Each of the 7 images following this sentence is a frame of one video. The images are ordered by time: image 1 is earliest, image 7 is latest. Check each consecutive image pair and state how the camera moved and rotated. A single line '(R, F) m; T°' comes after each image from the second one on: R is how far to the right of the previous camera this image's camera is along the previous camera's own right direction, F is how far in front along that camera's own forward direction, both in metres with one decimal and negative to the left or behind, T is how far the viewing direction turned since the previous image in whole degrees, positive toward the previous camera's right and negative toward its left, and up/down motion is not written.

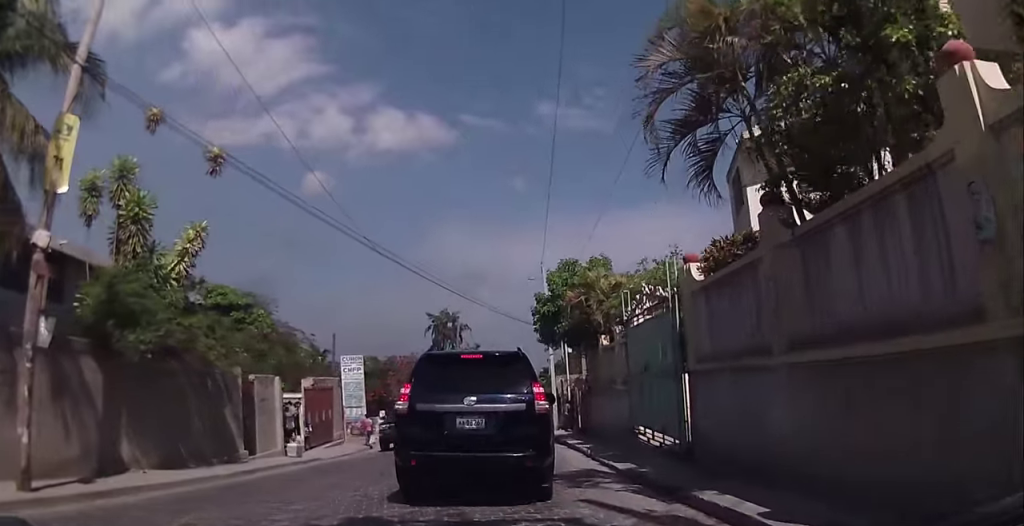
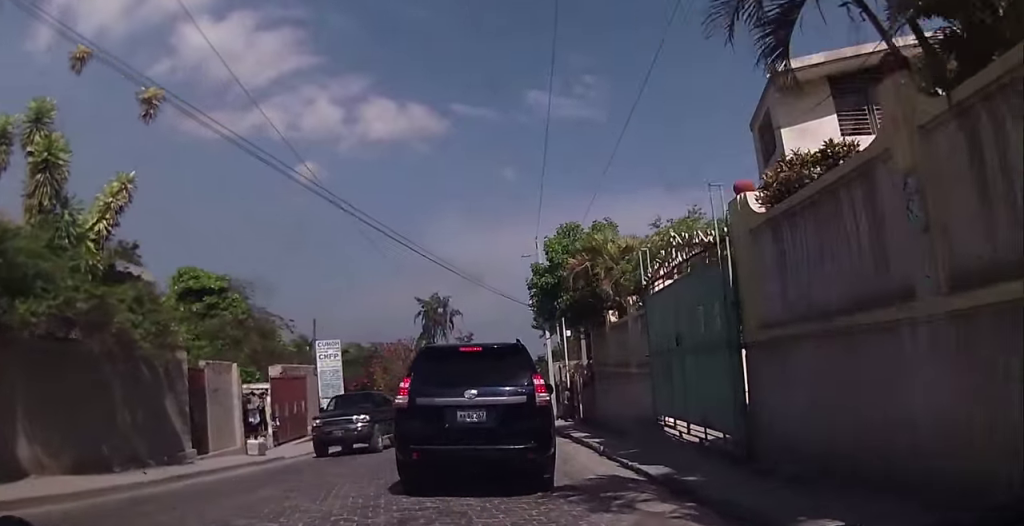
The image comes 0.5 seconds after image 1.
(+0.1, +3.2) m; +1°
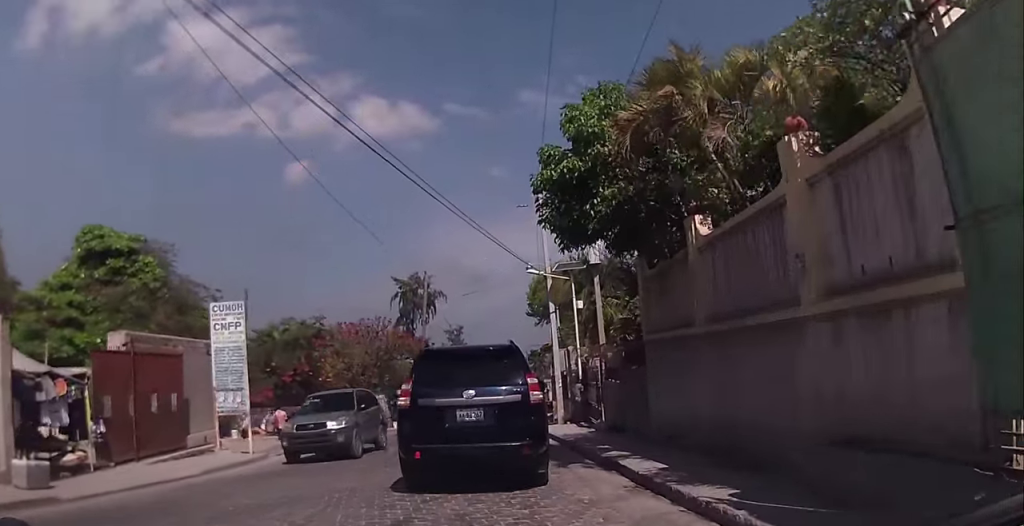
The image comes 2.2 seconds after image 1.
(-0.6, +9.9) m; -4°
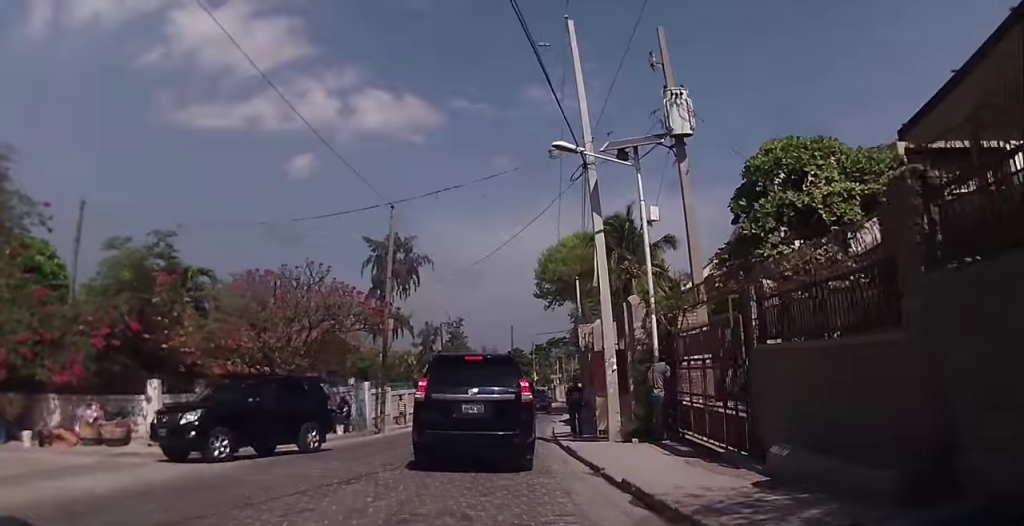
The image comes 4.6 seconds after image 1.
(+0.6, +13.6) m; +4°
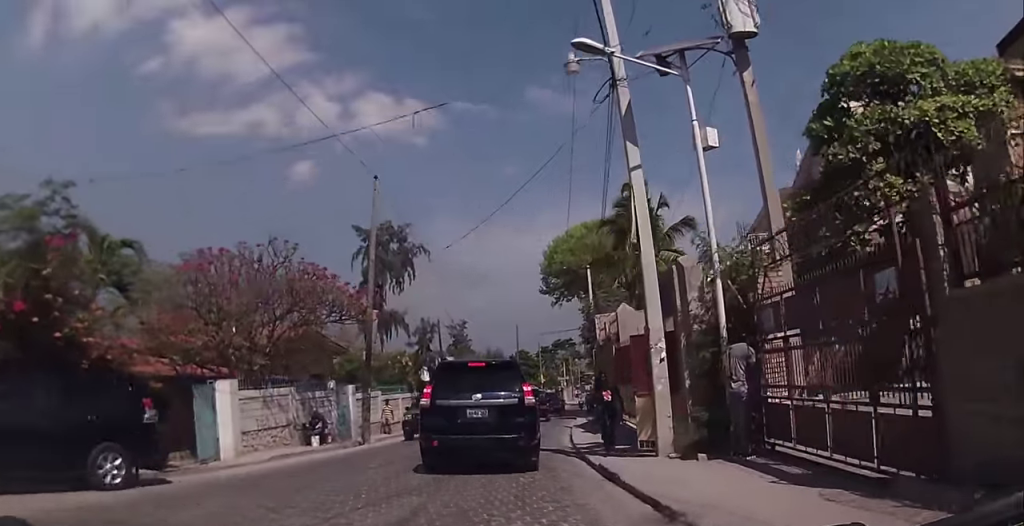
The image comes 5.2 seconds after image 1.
(+0.1, +4.3) m; -2°
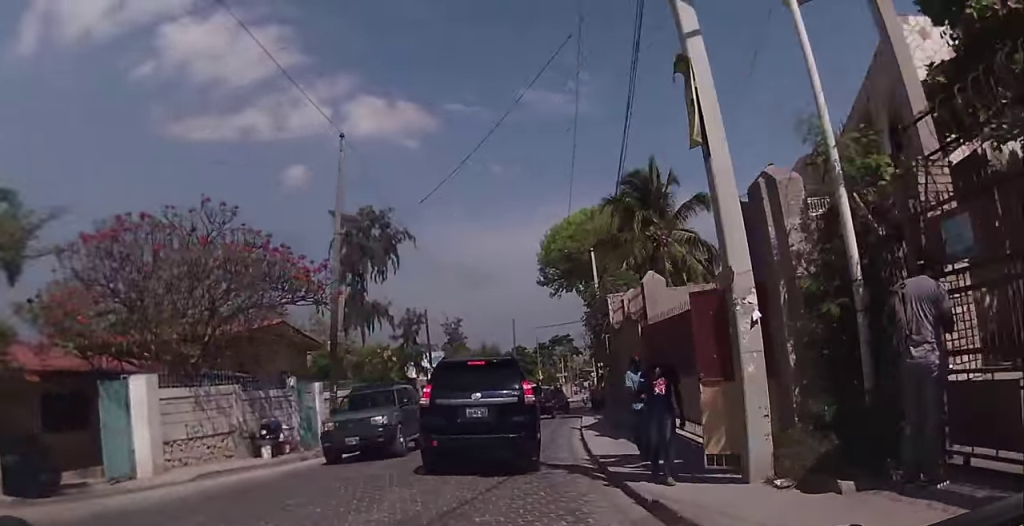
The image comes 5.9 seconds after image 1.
(-0.2, +4.3) m; -2°
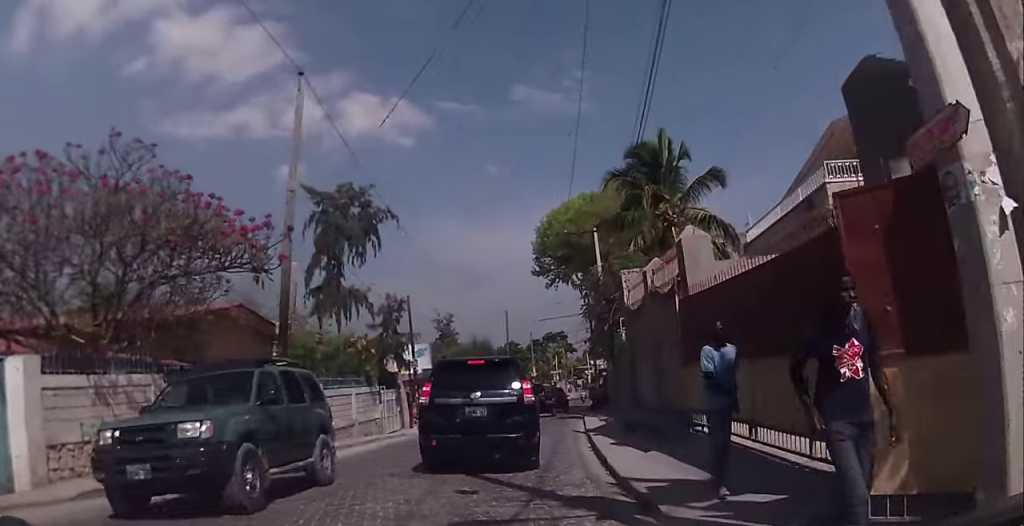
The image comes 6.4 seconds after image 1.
(-0.2, +3.9) m; -1°
